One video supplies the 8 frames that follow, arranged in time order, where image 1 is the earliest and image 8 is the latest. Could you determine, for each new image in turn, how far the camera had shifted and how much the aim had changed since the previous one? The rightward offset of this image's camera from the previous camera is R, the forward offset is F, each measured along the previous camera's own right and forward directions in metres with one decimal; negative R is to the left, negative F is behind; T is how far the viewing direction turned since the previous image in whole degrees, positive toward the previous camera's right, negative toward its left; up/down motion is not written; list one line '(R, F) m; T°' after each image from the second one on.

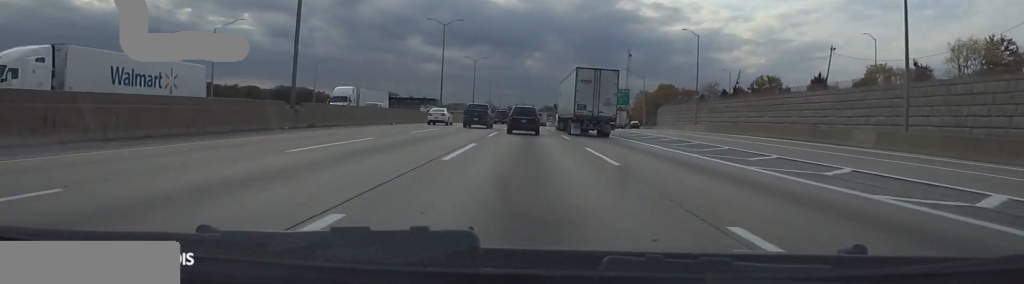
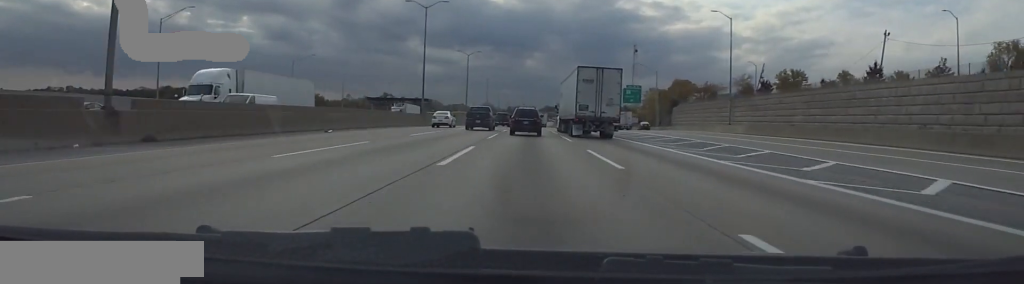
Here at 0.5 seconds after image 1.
(0.0, +15.8) m; 0°
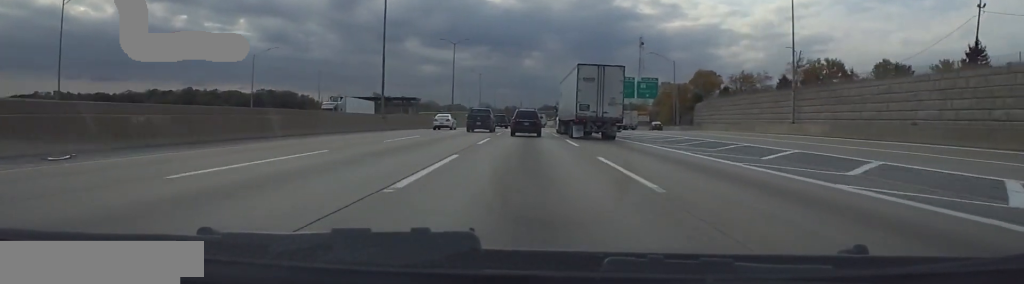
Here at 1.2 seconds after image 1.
(-0.1, +20.3) m; 0°
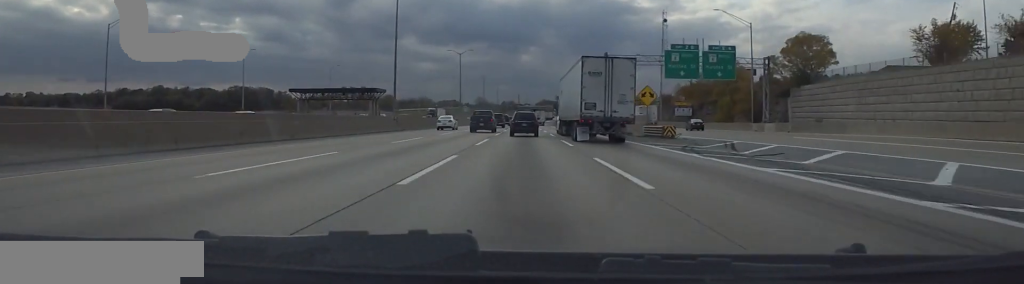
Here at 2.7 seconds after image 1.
(+0.4, +45.5) m; -1°
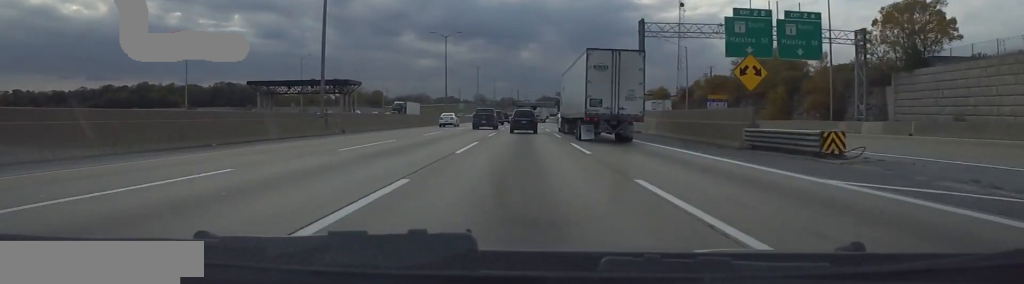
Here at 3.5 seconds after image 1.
(-0.3, +22.2) m; -1°
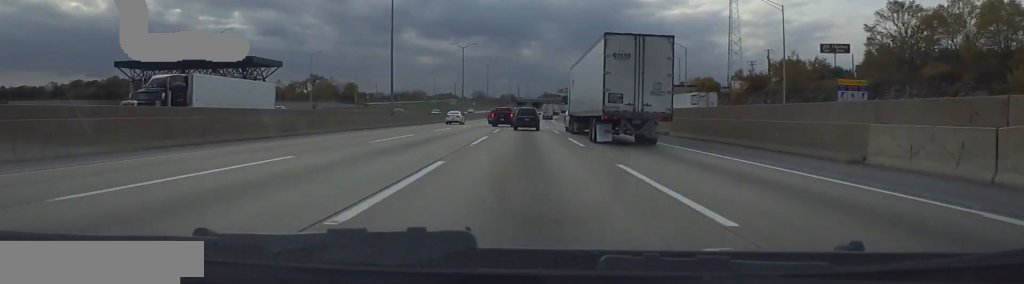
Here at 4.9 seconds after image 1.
(0.0, +43.3) m; +3°
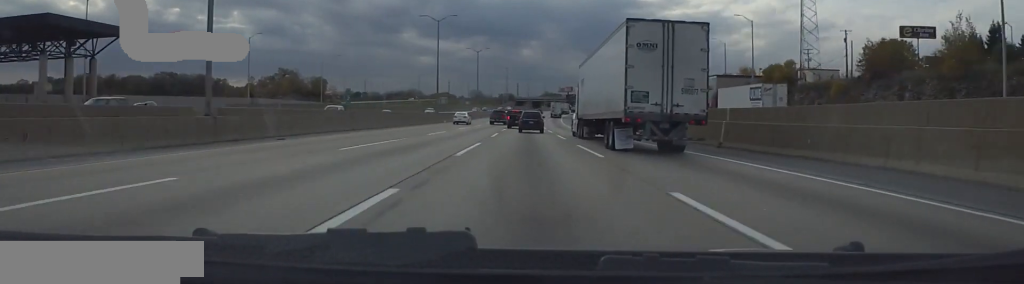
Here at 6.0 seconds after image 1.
(+0.8, +36.5) m; +1°
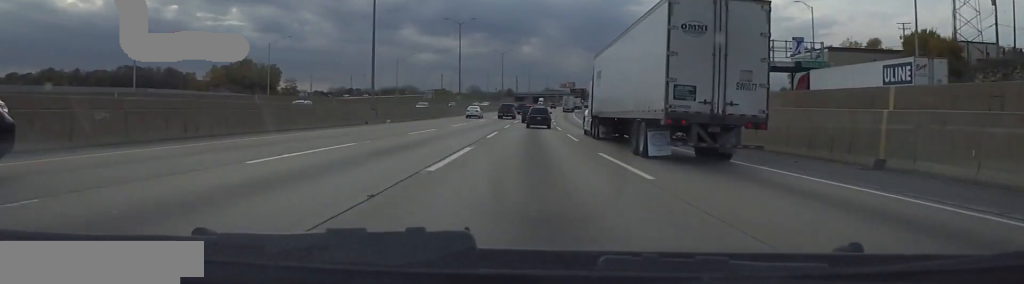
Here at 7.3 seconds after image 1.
(-0.5, +38.3) m; -3°
